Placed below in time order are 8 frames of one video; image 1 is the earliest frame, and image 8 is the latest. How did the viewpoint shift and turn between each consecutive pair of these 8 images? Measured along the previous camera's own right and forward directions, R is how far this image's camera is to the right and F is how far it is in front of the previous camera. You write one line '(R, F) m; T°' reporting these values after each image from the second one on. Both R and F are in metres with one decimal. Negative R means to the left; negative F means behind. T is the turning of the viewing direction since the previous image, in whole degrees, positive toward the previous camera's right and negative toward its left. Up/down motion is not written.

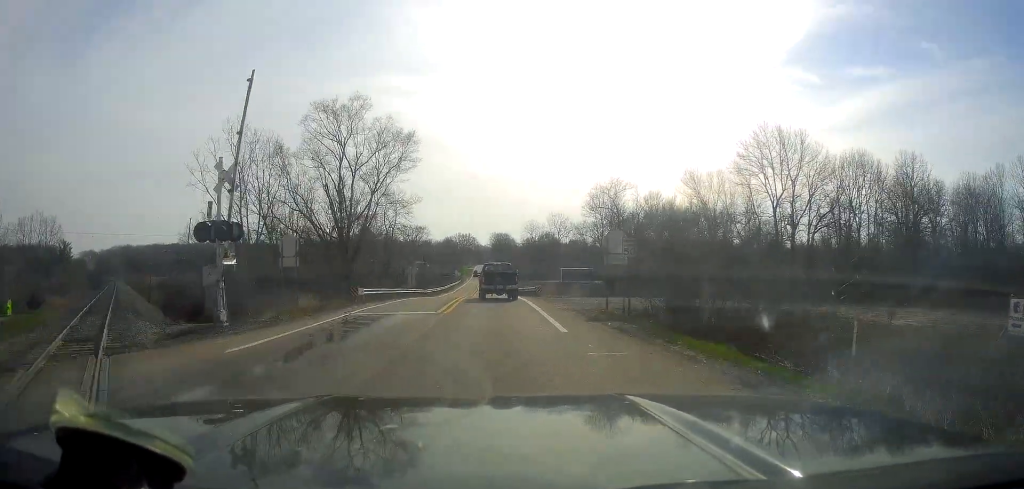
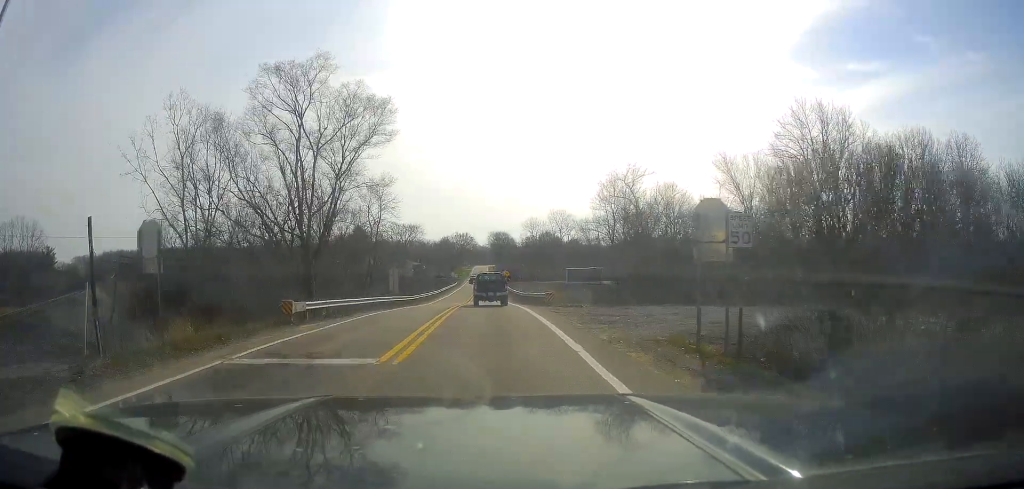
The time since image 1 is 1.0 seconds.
(-0.2, +10.6) m; 0°
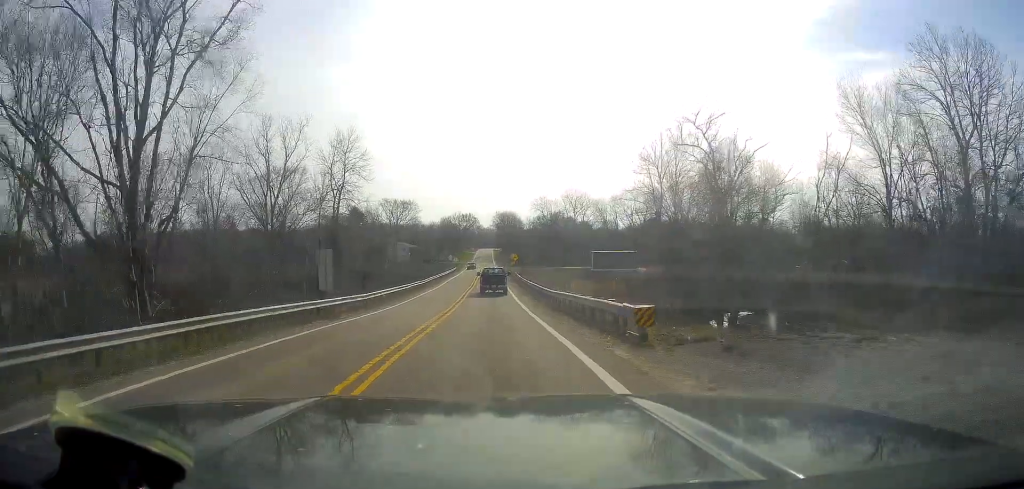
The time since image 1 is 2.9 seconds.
(0.0, +21.8) m; -2°
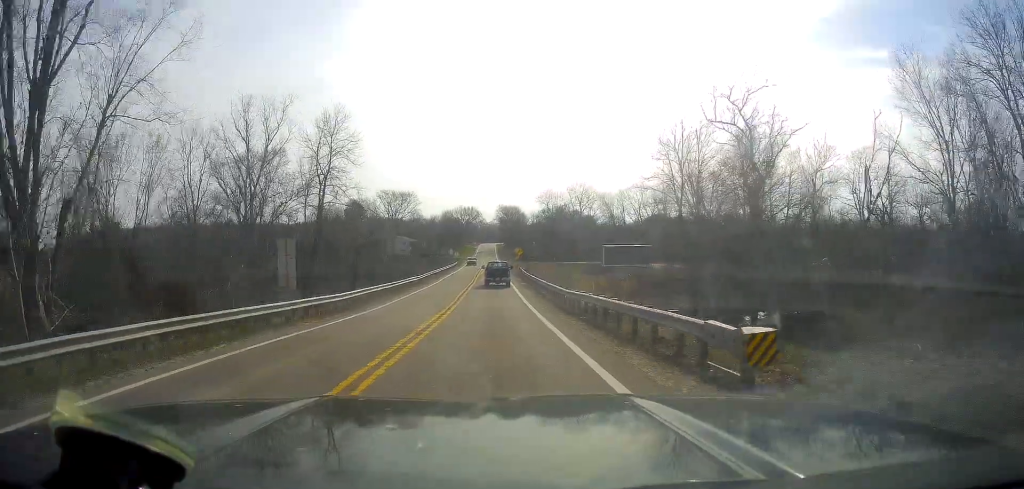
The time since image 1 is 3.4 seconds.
(-0.1, +6.1) m; 0°
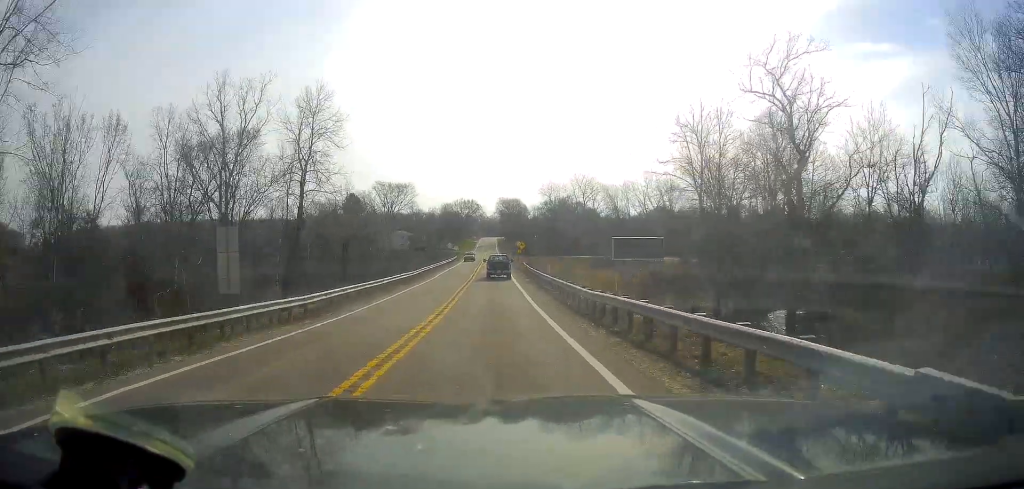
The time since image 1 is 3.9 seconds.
(0.0, +5.4) m; +1°
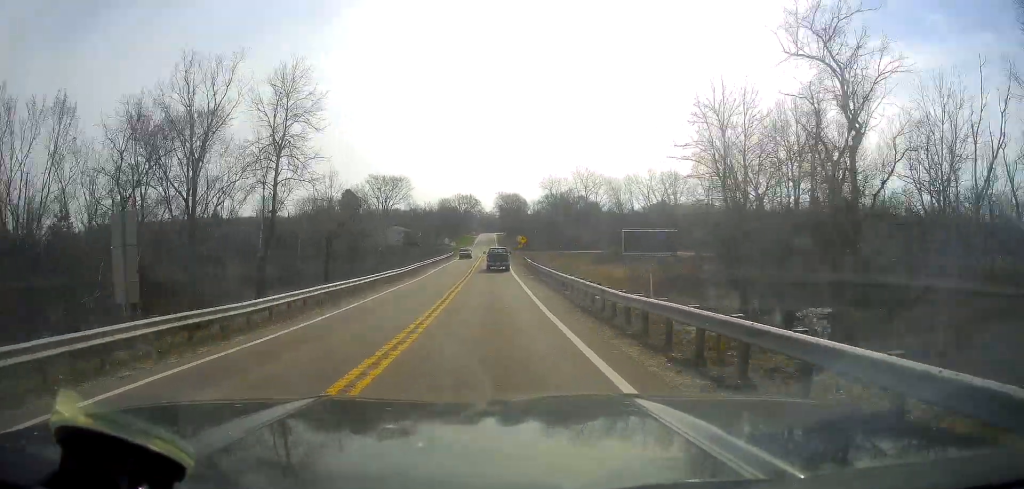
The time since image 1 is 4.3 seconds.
(-0.1, +5.4) m; +1°
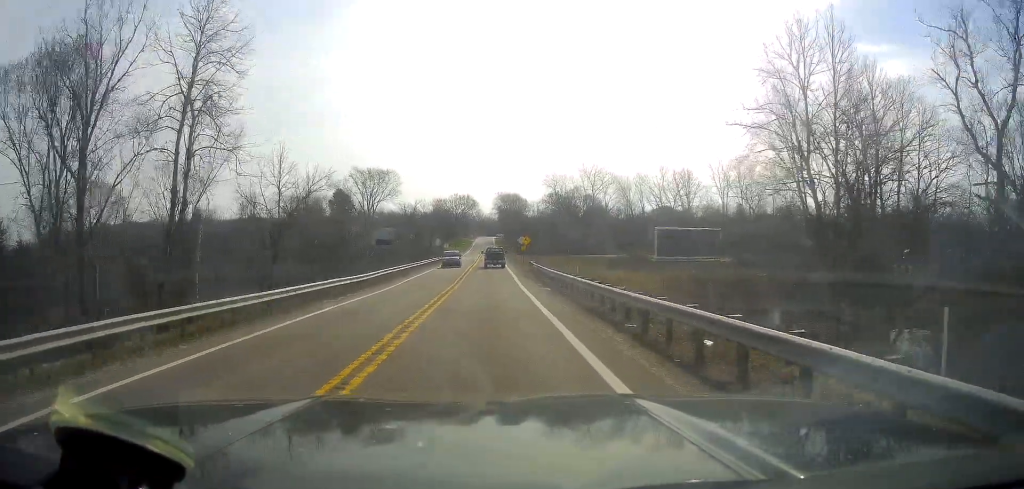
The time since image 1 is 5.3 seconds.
(+0.6, +13.1) m; 0°
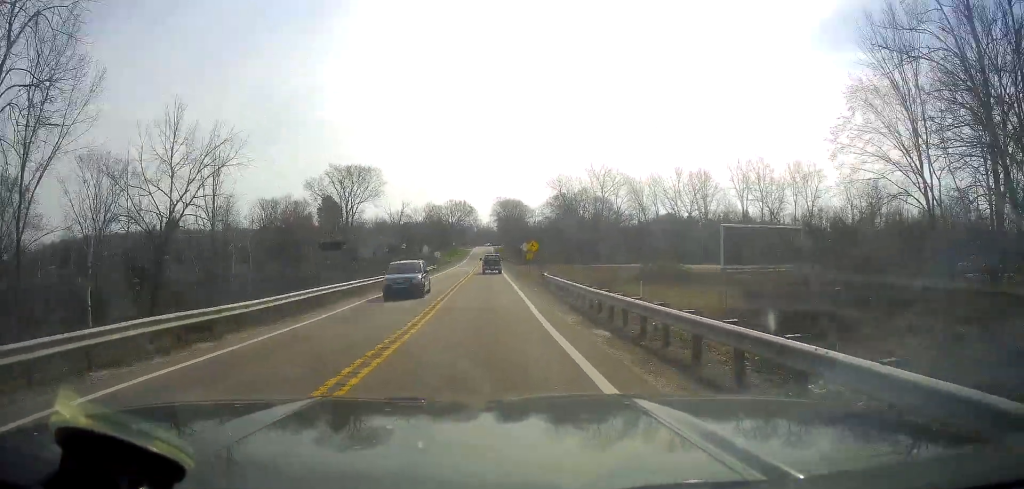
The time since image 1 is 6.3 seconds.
(-0.5, +15.1) m; -2°
